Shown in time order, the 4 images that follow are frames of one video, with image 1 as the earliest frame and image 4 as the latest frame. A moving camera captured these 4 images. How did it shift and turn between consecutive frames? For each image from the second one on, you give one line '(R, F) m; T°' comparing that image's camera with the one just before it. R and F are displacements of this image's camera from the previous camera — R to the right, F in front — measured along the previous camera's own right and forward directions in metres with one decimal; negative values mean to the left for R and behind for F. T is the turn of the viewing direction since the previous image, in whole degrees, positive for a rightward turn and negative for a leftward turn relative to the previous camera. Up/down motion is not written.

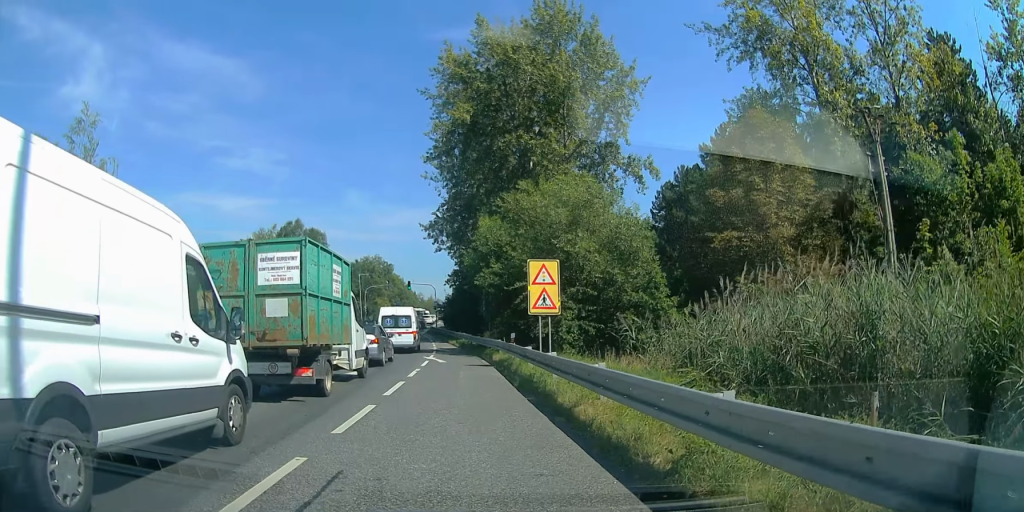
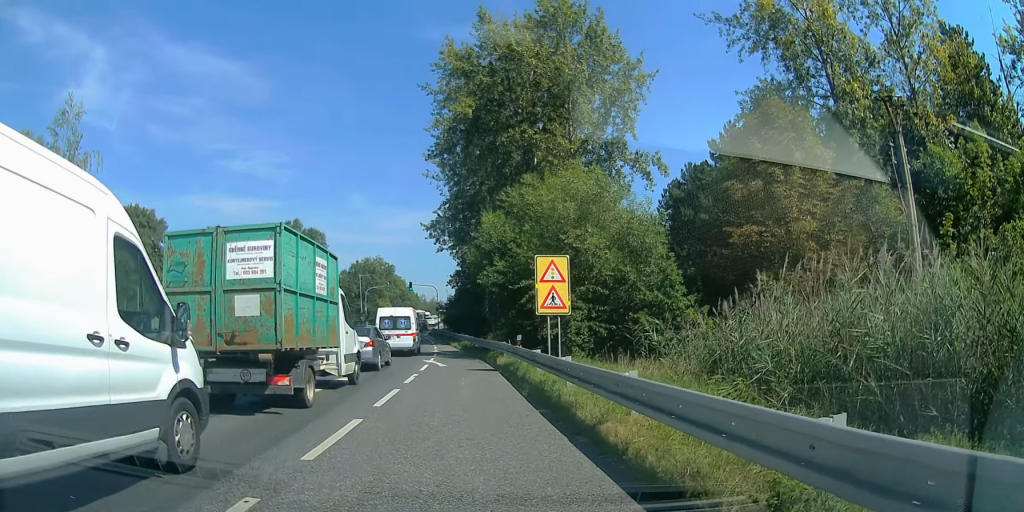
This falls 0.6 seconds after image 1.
(-0.1, +1.4) m; -3°
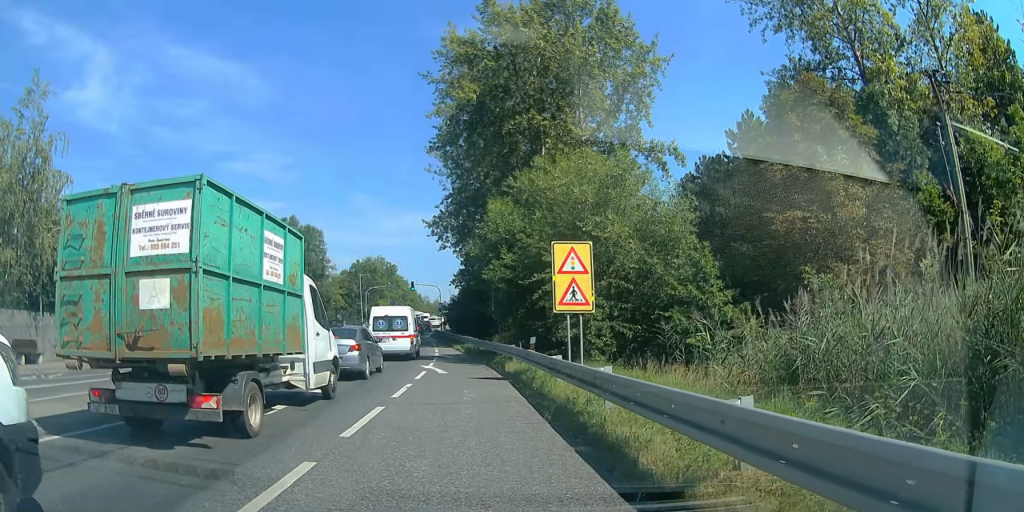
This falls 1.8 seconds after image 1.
(0.0, +2.5) m; -1°
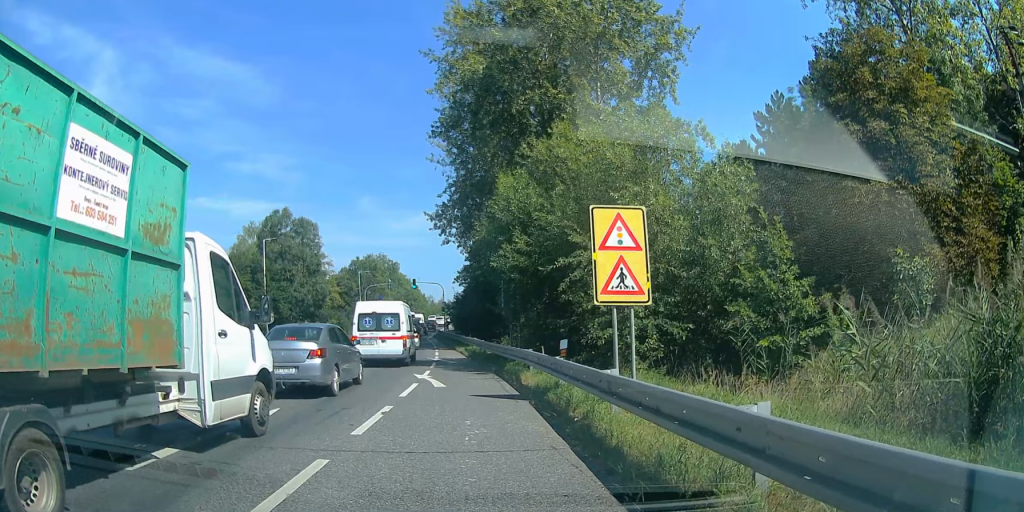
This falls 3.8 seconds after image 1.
(0.0, +3.8) m; 0°
